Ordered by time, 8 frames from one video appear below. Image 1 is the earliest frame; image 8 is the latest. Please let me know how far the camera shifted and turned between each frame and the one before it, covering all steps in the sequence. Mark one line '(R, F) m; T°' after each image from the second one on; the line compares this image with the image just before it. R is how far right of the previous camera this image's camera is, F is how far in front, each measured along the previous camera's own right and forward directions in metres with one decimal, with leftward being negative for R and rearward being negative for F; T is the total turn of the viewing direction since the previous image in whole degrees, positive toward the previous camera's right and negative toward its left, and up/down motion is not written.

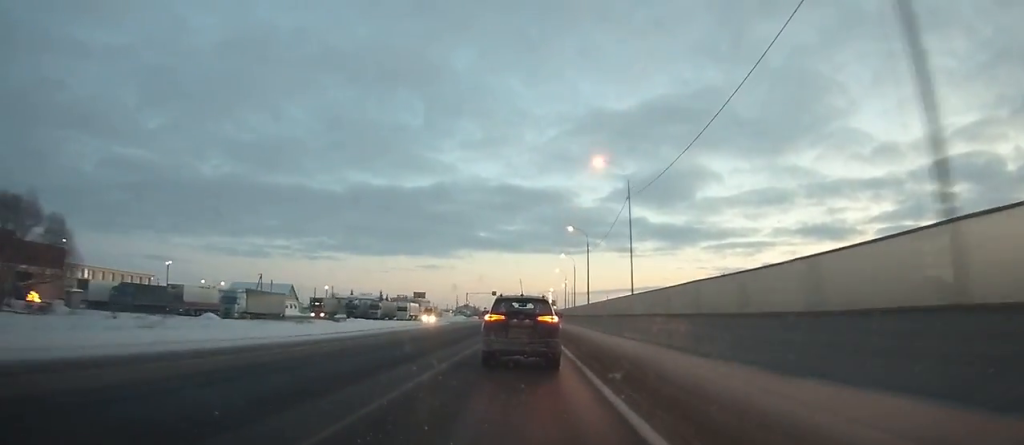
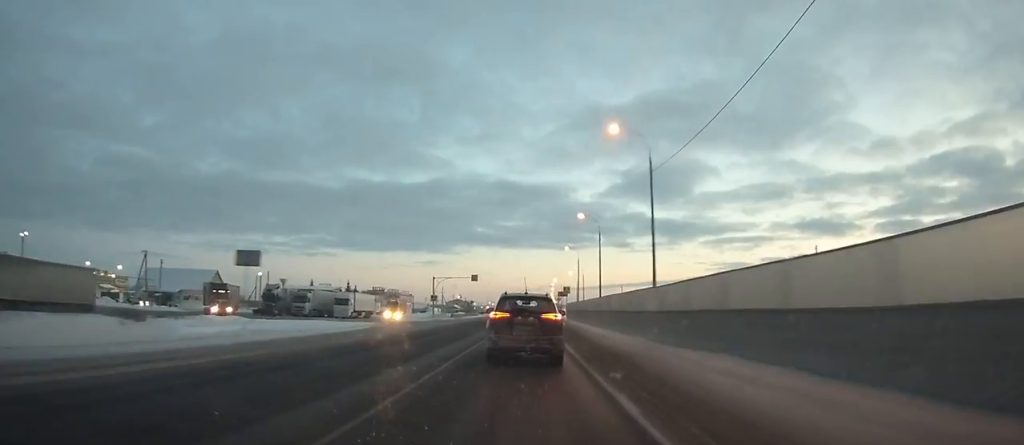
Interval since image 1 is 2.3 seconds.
(-0.1, +41.6) m; 0°
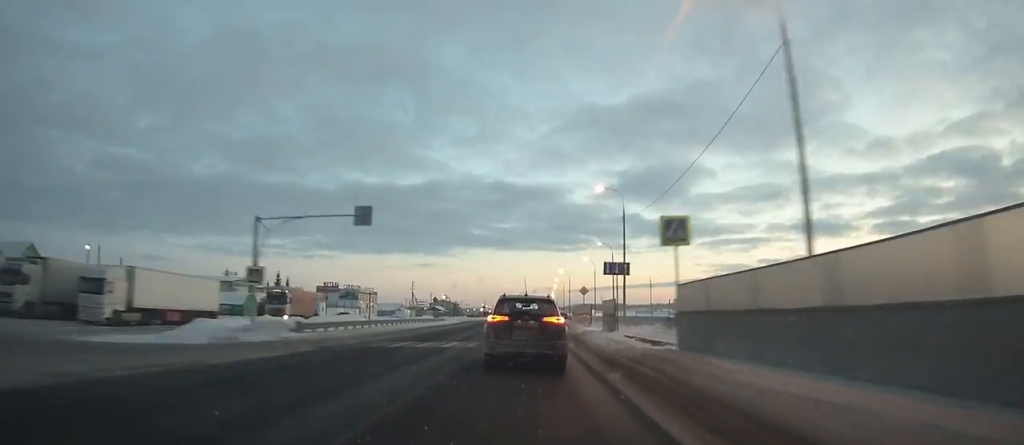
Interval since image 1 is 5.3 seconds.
(-0.1, +52.4) m; 0°
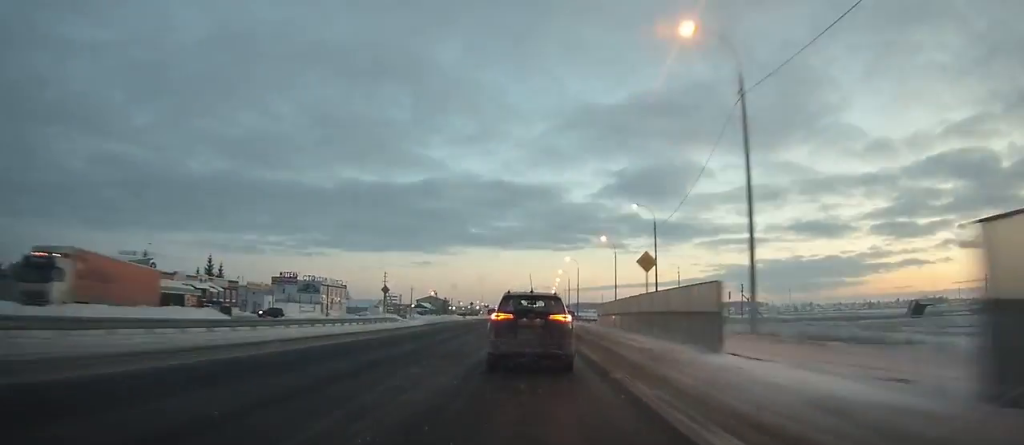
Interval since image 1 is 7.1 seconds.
(+0.2, +30.9) m; 0°
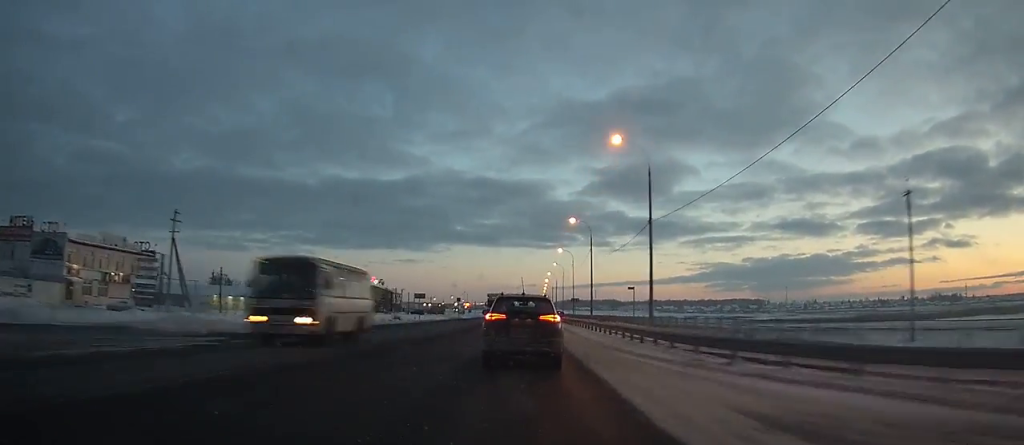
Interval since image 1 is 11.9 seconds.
(+0.7, +82.8) m; +1°
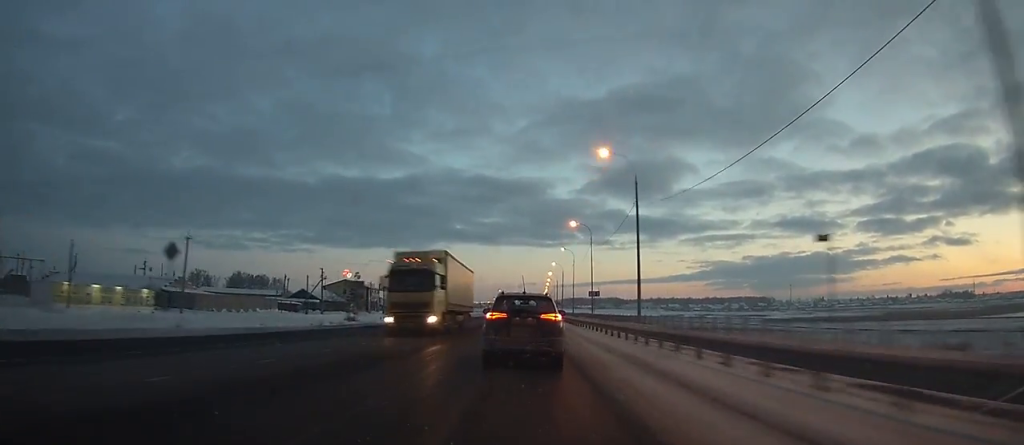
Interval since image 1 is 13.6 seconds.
(0.0, +29.8) m; 0°
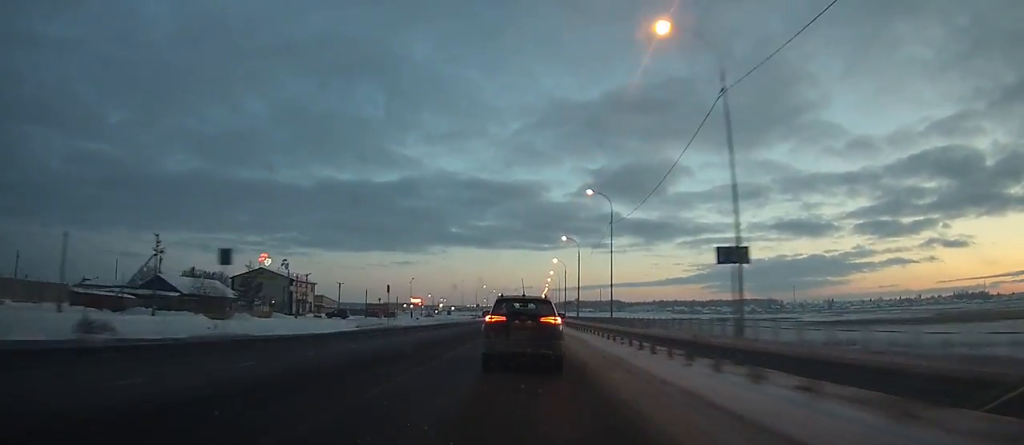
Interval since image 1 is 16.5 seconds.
(-0.1, +51.9) m; 0°
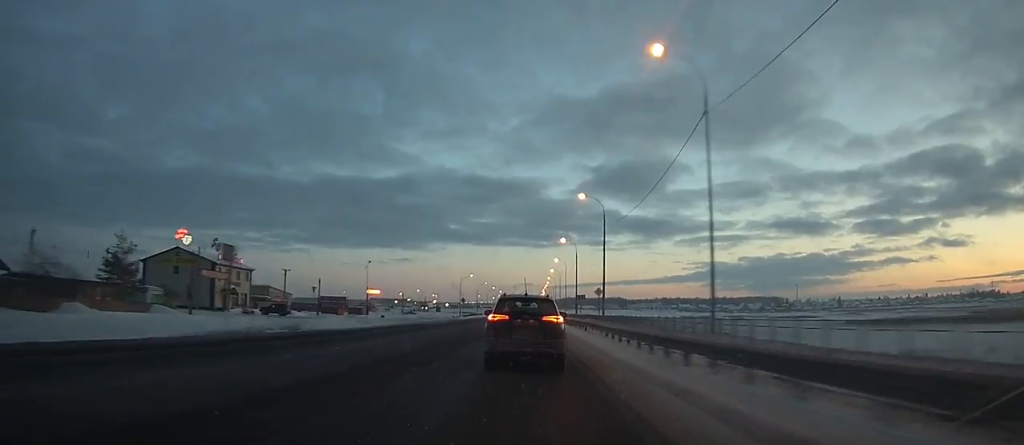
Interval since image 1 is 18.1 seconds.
(0.0, +29.1) m; 0°
